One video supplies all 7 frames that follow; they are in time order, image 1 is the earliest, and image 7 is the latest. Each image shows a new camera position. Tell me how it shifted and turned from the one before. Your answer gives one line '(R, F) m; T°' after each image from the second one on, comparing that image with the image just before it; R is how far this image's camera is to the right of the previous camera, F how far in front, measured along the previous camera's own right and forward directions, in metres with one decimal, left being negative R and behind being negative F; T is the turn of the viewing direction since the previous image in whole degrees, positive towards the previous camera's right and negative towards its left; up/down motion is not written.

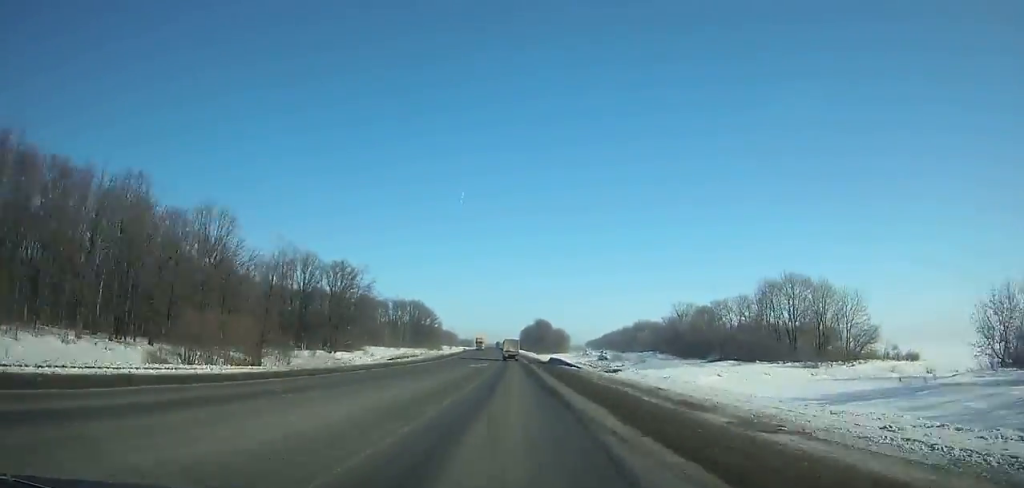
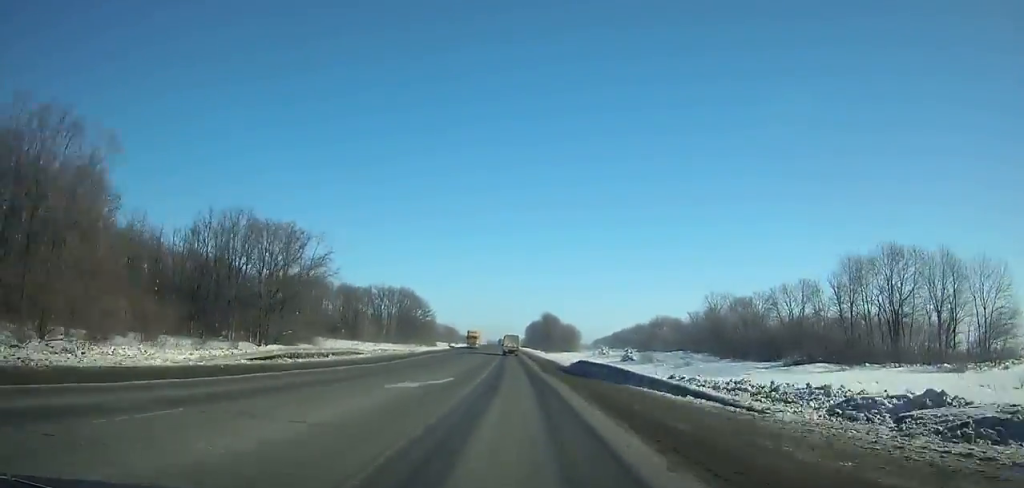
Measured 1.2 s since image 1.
(-0.6, +31.1) m; -1°
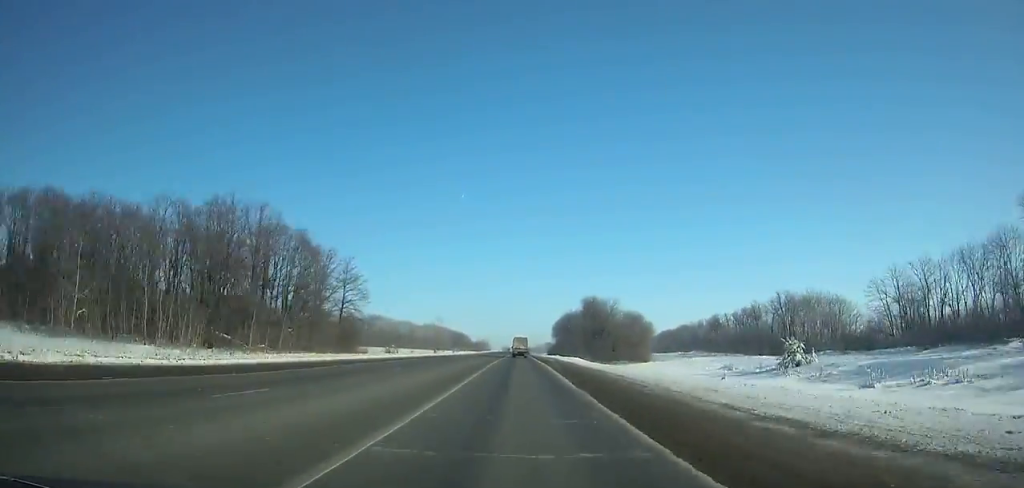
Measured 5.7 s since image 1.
(-1.9, +116.6) m; -1°
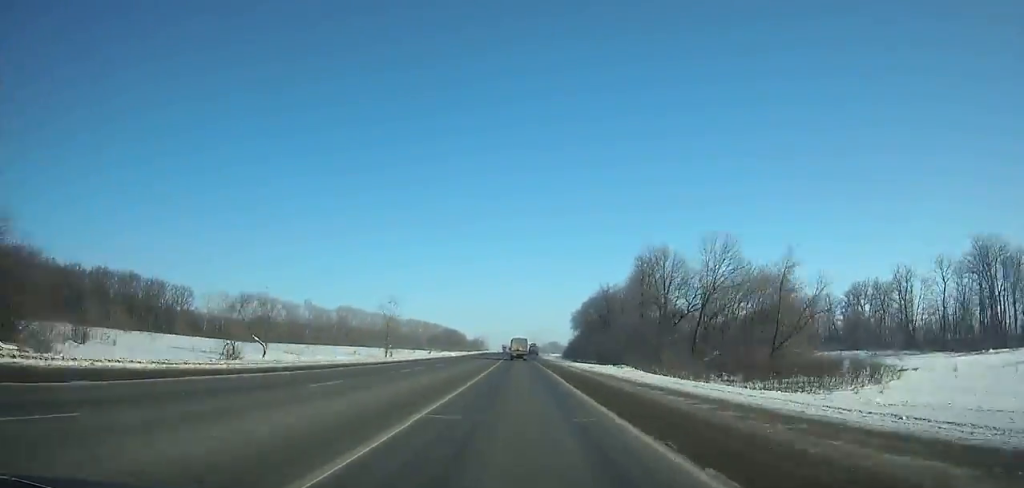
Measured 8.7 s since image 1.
(-0.1, +77.7) m; 0°
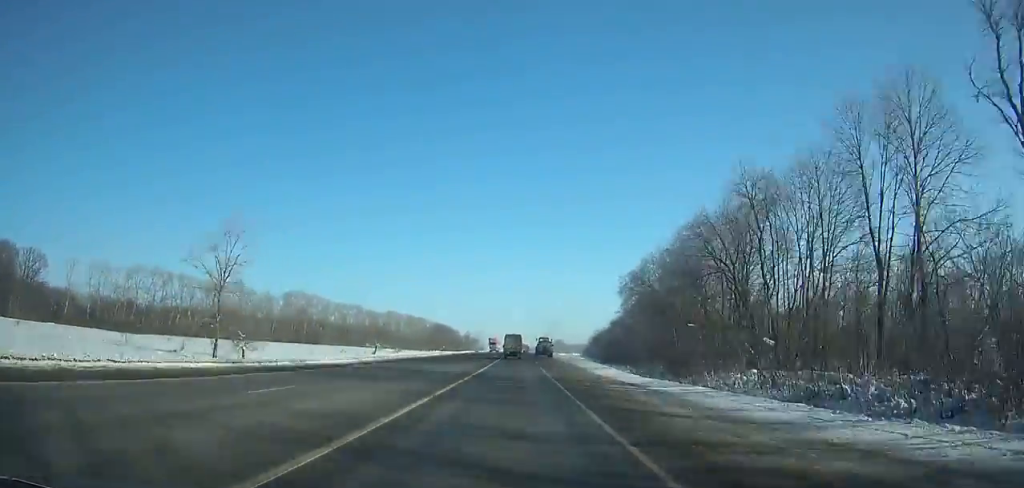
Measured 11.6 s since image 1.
(-0.1, +74.5) m; 0°
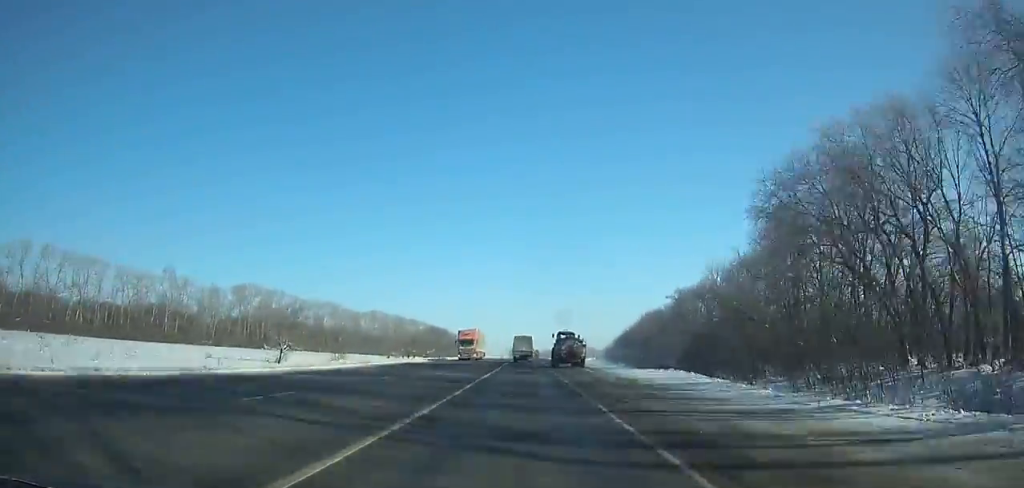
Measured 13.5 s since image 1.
(-0.3, +48.2) m; 0°
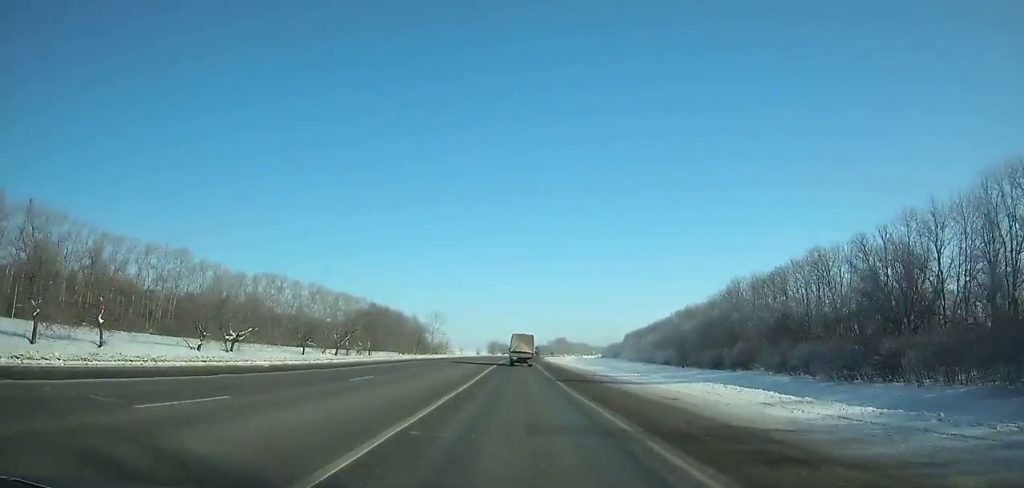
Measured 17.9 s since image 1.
(+0.4, +110.6) m; +1°
